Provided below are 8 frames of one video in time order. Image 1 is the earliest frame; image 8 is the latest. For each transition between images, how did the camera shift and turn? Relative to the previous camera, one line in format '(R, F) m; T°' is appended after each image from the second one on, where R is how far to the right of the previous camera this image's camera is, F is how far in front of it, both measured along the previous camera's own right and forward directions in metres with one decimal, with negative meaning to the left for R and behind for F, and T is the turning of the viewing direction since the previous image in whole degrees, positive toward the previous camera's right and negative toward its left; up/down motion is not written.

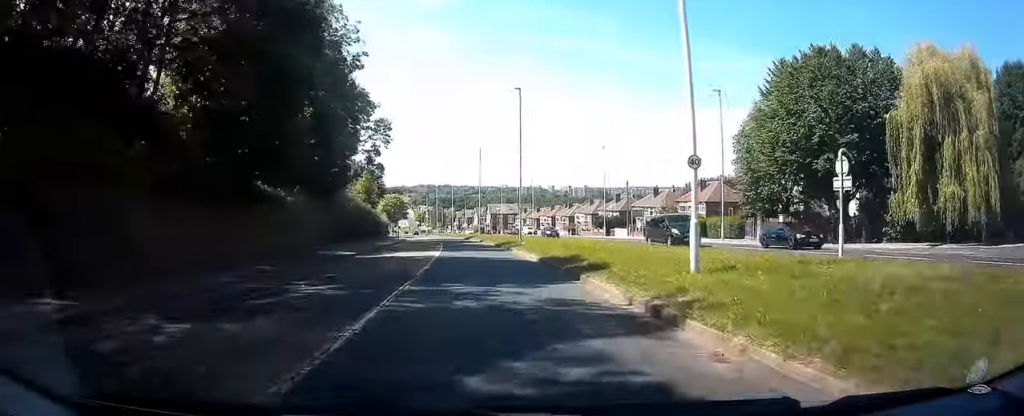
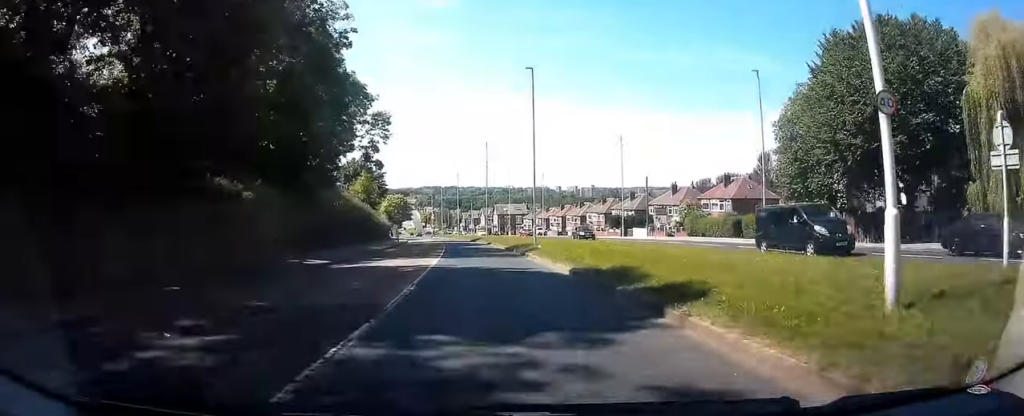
(+0.1, +6.3) m; -1°
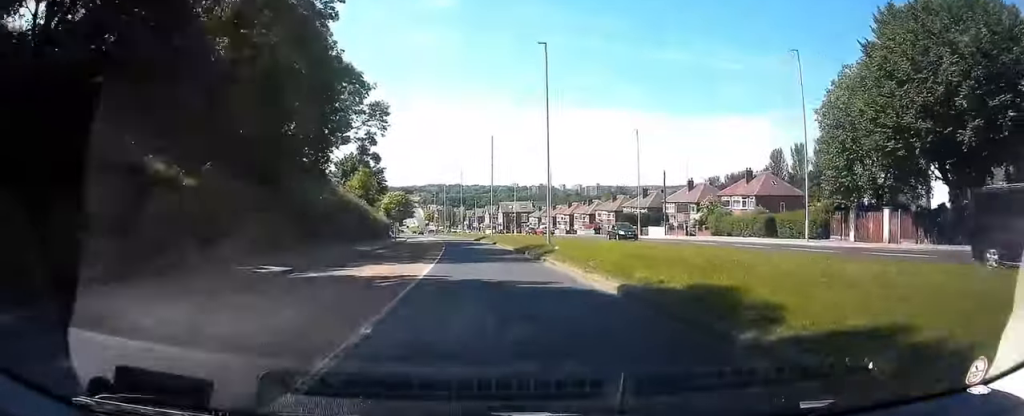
(-0.1, +5.5) m; -1°
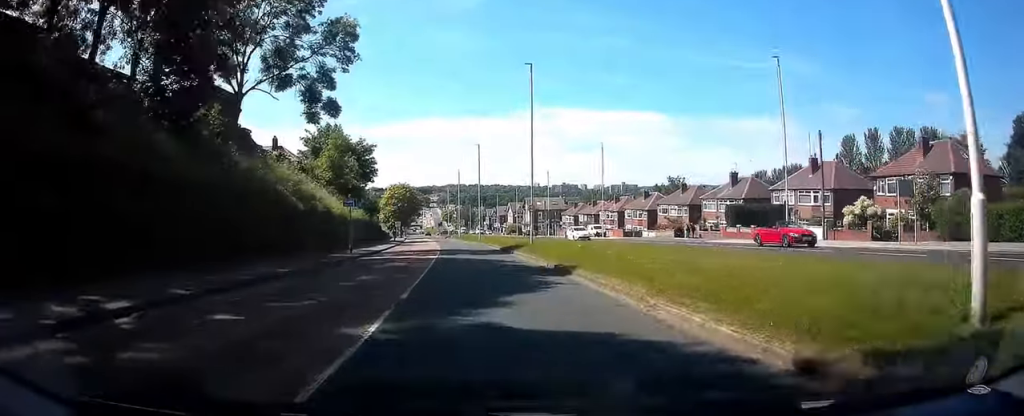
(-0.7, +30.6) m; -1°
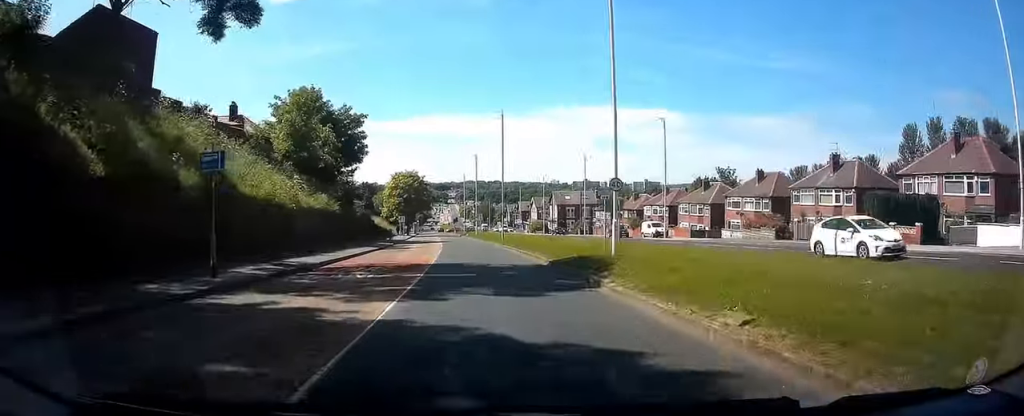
(-0.1, +19.9) m; -1°
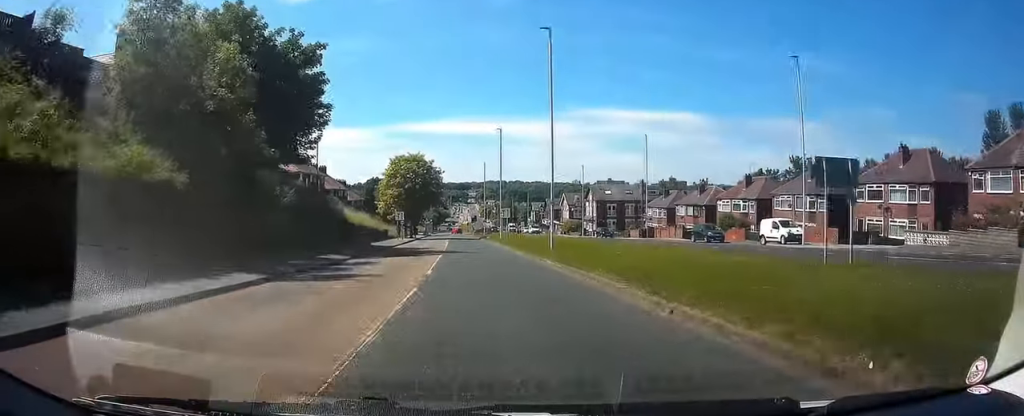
(-0.5, +24.1) m; -2°
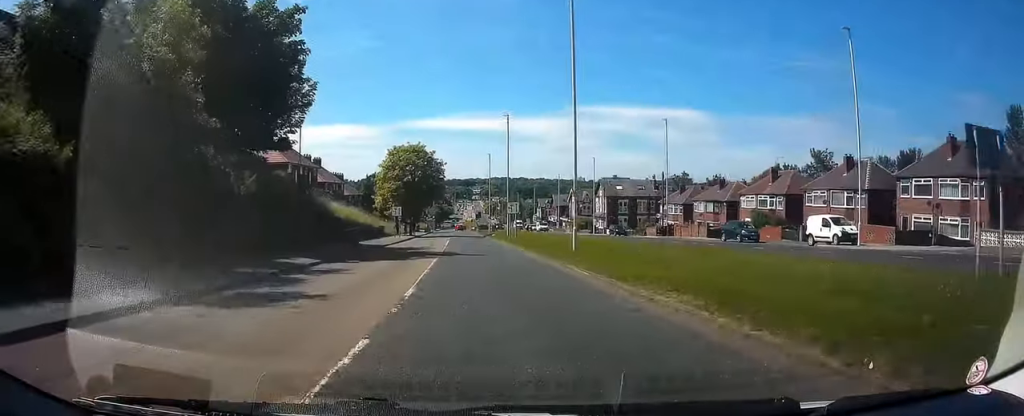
(-0.2, +6.0) m; 0°
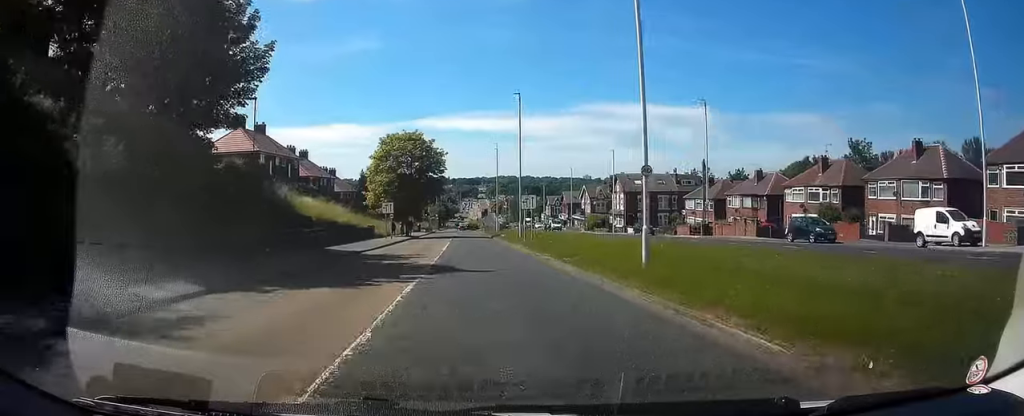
(+0.3, +10.1) m; 0°
